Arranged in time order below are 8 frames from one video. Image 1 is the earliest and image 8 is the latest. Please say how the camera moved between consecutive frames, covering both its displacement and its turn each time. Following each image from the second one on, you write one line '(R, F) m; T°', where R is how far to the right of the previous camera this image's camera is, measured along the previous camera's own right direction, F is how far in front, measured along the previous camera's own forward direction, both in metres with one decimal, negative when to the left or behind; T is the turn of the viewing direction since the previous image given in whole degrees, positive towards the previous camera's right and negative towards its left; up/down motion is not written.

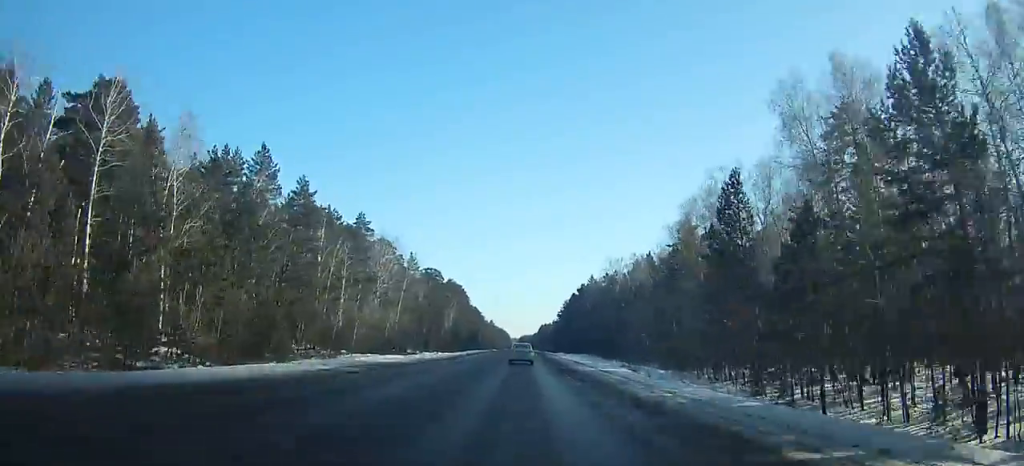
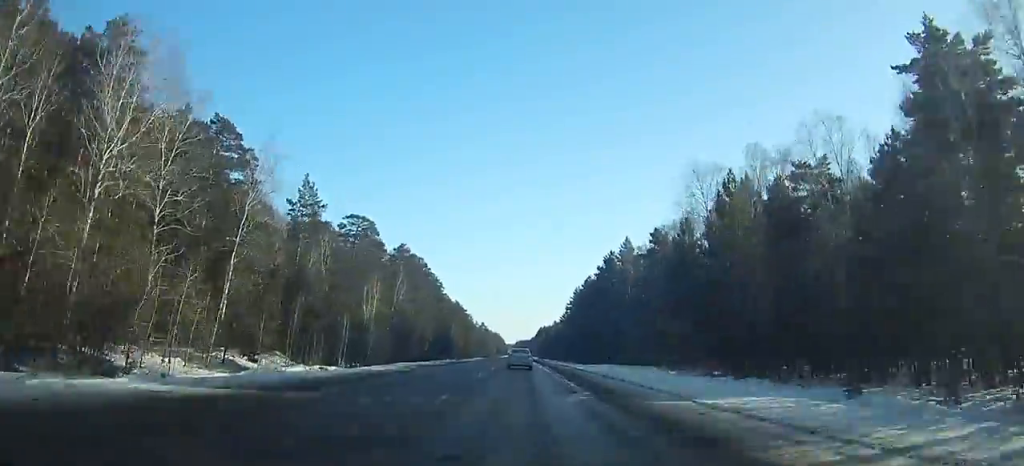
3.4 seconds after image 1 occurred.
(+0.5, +70.0) m; +1°
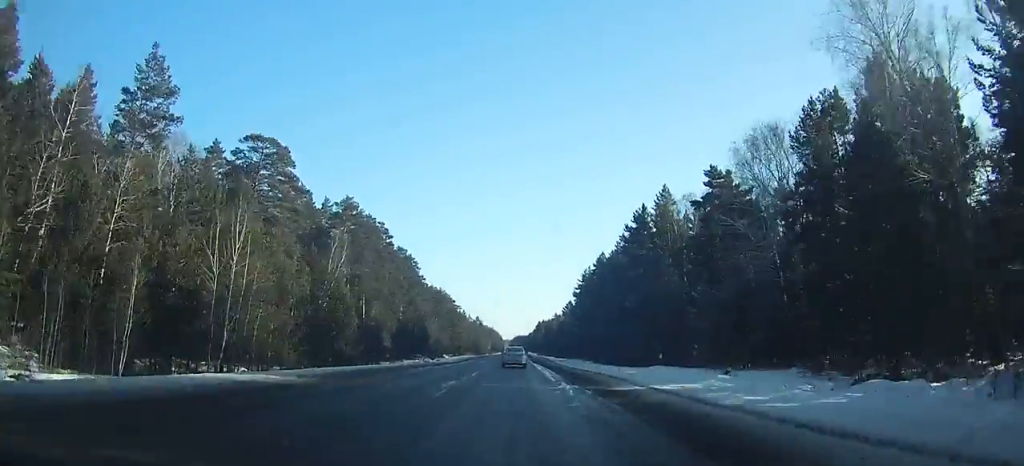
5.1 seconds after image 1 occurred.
(0.0, +35.0) m; 0°
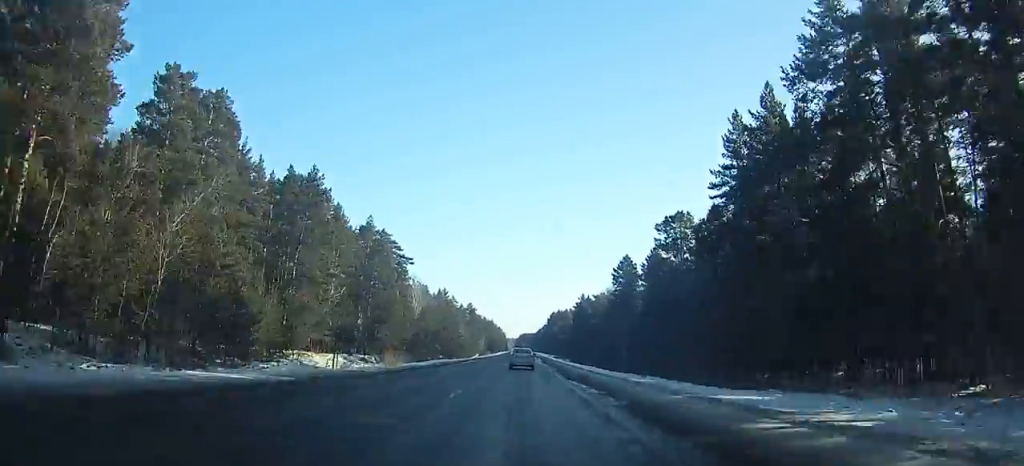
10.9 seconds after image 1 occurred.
(-0.1, +119.6) m; 0°
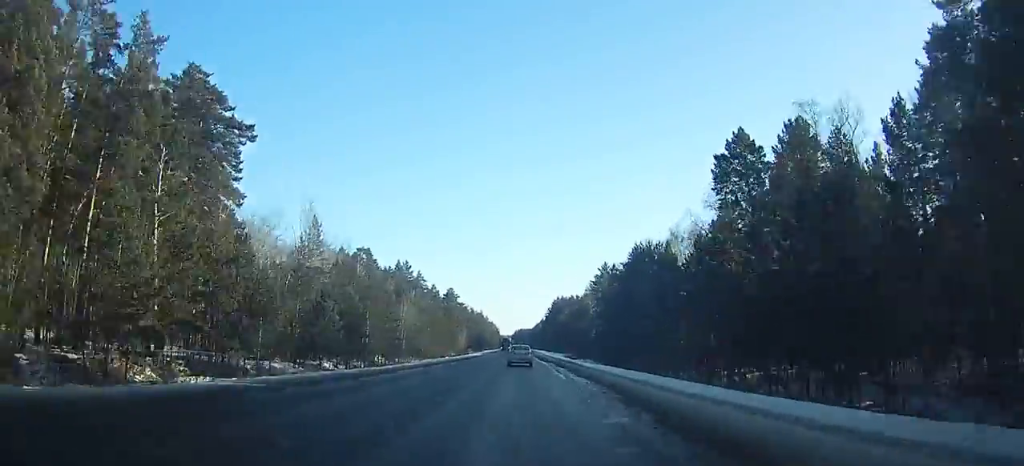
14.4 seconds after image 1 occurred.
(-0.6, +72.7) m; 0°
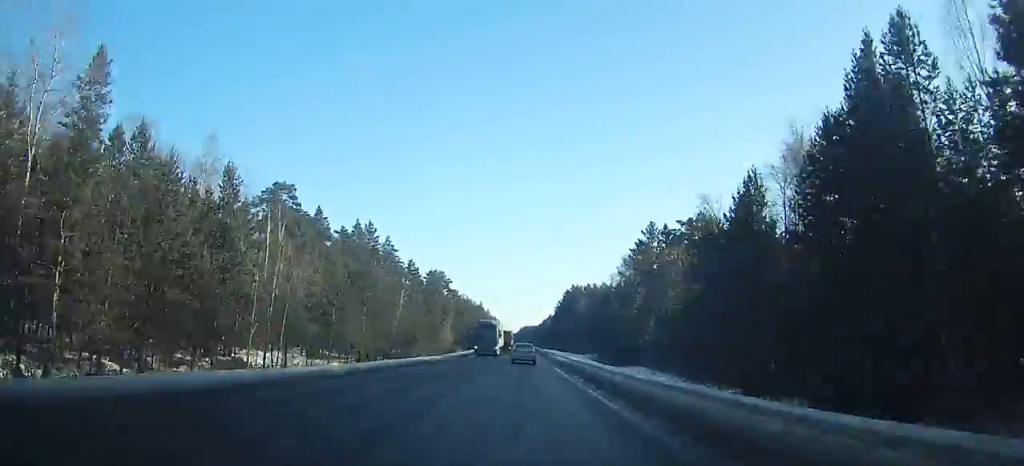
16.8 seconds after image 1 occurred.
(-0.1, +50.1) m; 0°
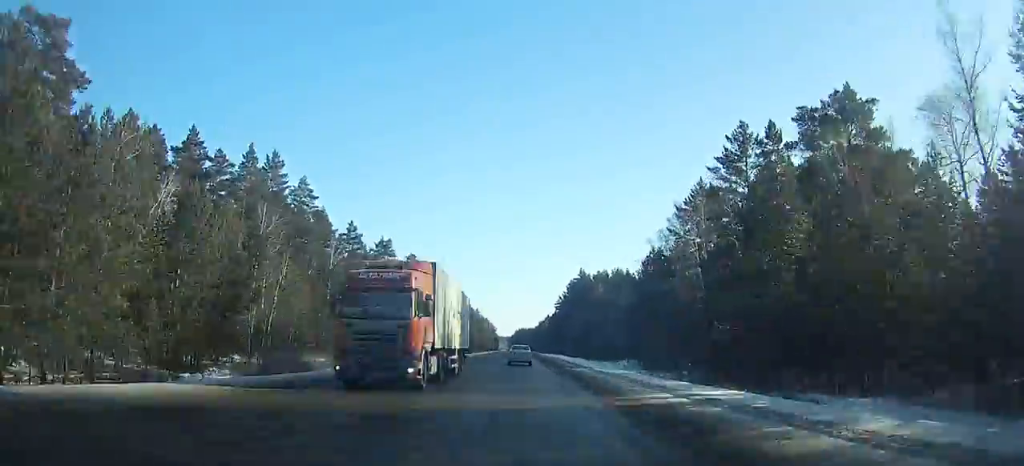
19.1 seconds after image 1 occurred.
(+0.6, +48.4) m; 0°
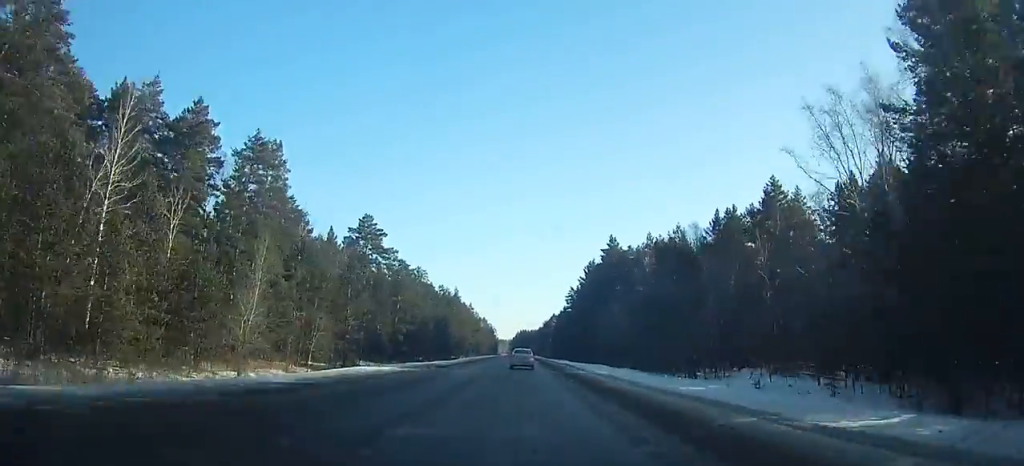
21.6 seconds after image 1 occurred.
(-0.1, +53.1) m; 0°
